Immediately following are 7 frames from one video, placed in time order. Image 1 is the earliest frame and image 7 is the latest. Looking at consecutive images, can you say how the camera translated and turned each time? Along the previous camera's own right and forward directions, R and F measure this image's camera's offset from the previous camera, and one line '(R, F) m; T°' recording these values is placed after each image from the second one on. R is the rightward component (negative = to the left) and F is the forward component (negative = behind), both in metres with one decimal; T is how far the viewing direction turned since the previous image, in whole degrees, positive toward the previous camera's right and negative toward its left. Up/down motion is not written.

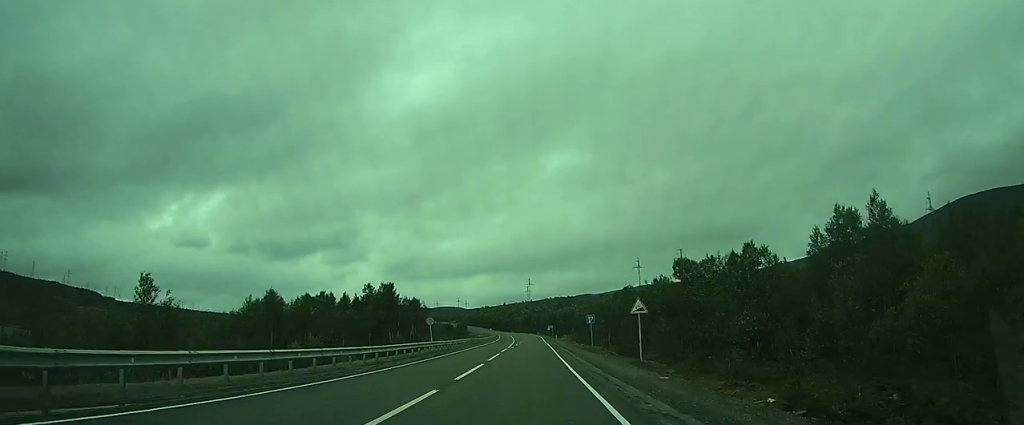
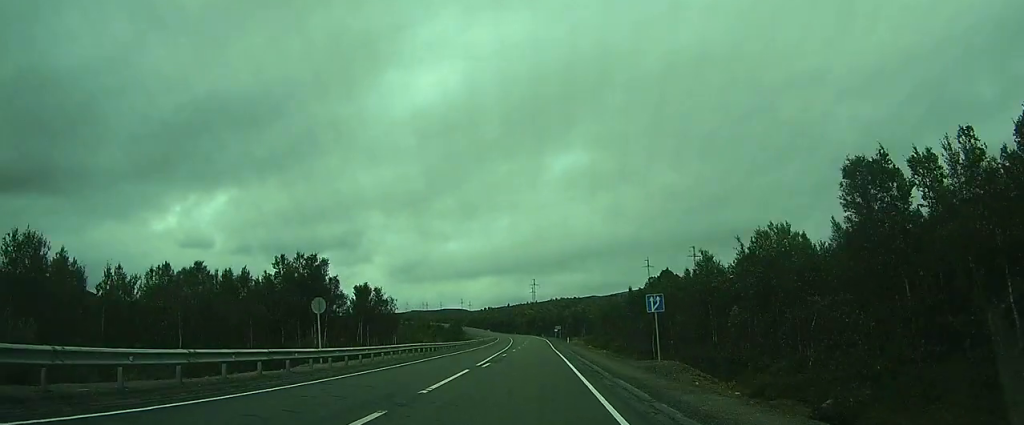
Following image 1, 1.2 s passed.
(0.0, +29.4) m; 0°
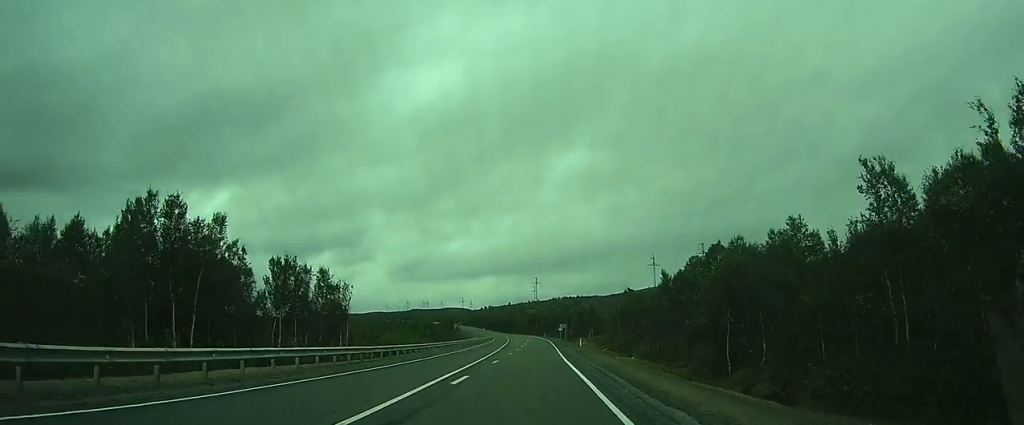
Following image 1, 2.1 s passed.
(+0.1, +21.3) m; 0°
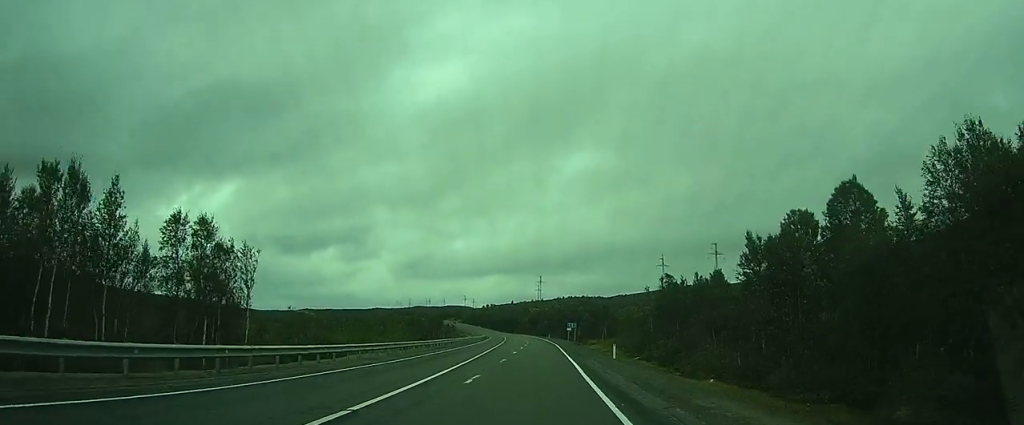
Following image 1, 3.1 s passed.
(-0.1, +23.5) m; 0°
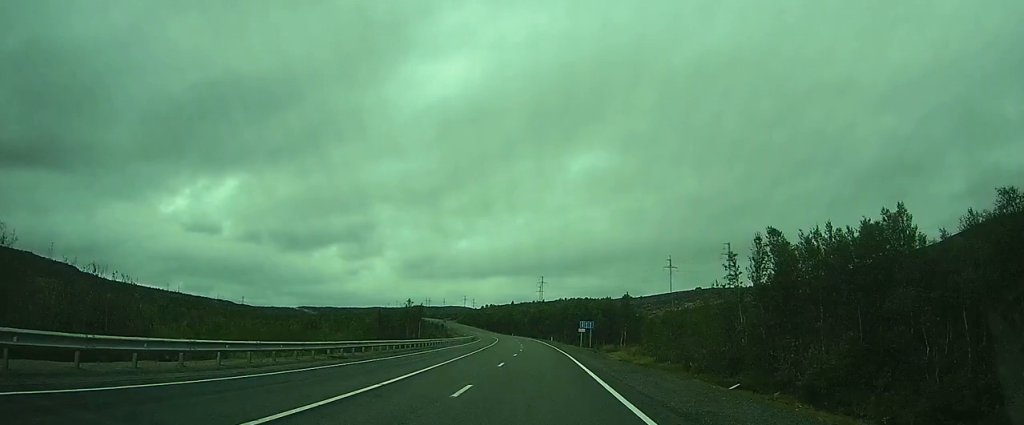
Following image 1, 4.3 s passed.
(-0.1, +28.0) m; -1°
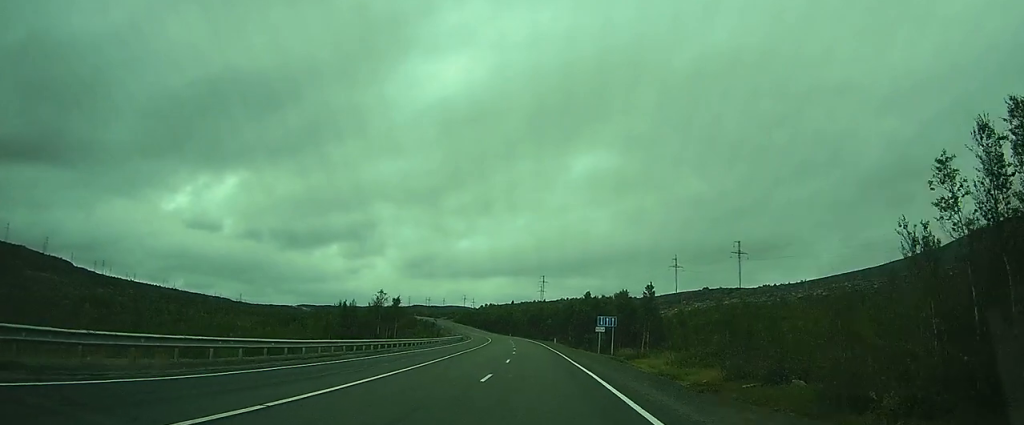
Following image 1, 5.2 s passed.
(-0.1, +20.2) m; 0°
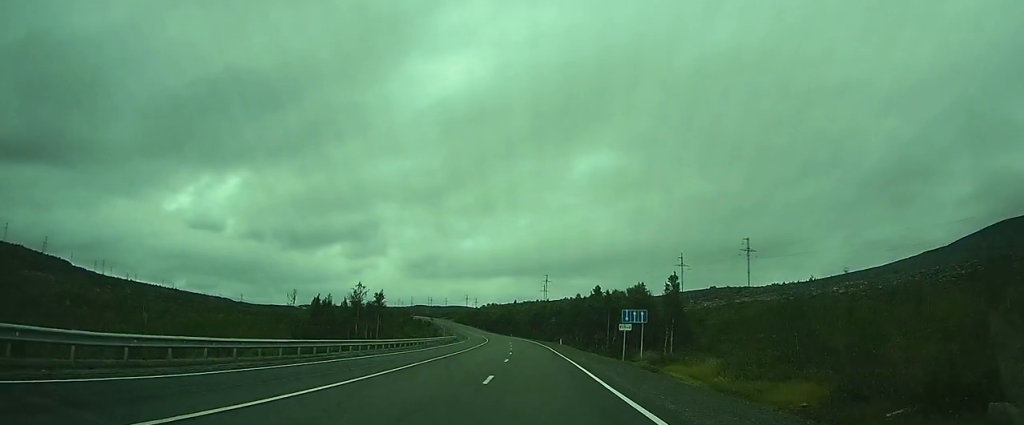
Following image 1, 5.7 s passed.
(0.0, +12.4) m; 0°
